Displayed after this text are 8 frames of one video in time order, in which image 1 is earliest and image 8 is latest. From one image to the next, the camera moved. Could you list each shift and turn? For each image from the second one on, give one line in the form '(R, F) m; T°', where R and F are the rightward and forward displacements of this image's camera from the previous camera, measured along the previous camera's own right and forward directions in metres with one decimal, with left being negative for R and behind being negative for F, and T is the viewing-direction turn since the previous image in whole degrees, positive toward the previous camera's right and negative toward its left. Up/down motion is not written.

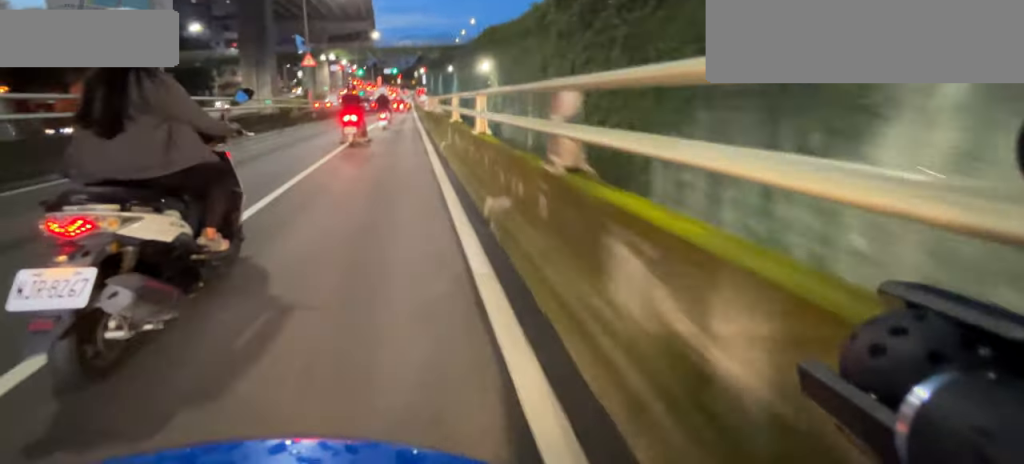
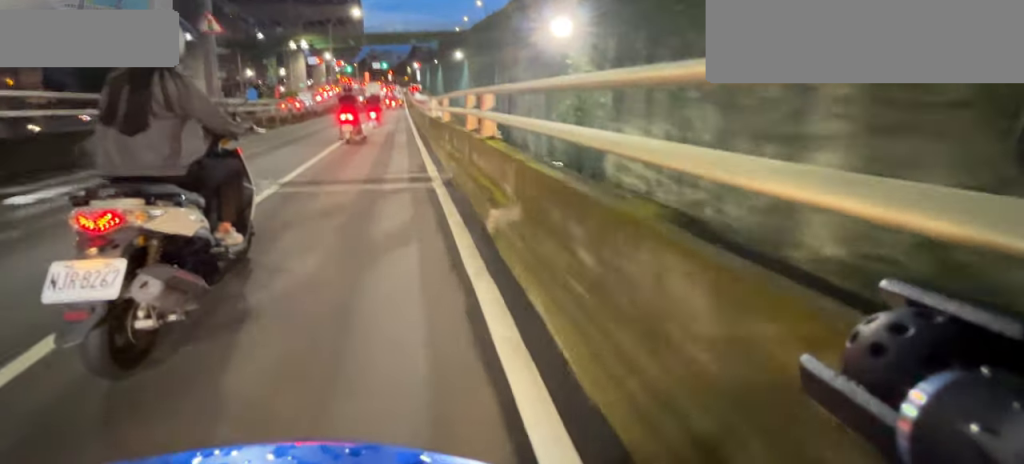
(+0.2, +14.6) m; +1°
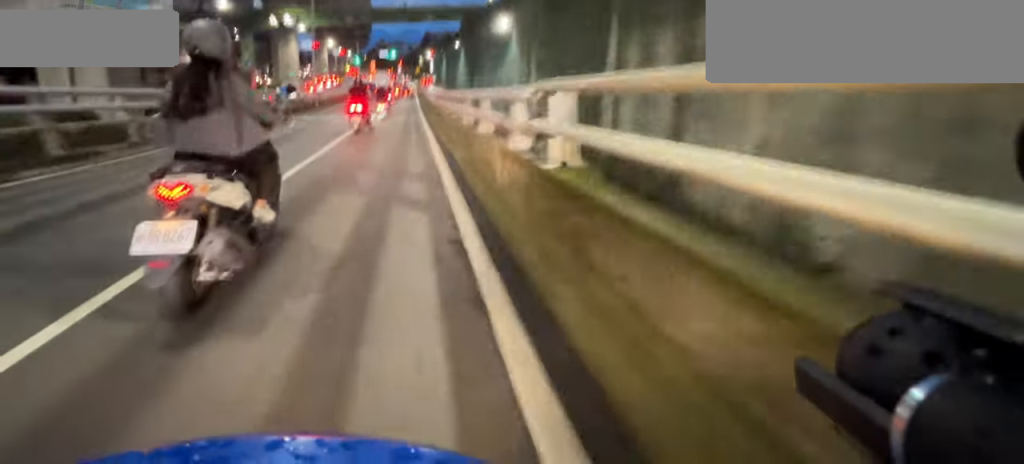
(0.0, +14.4) m; 0°
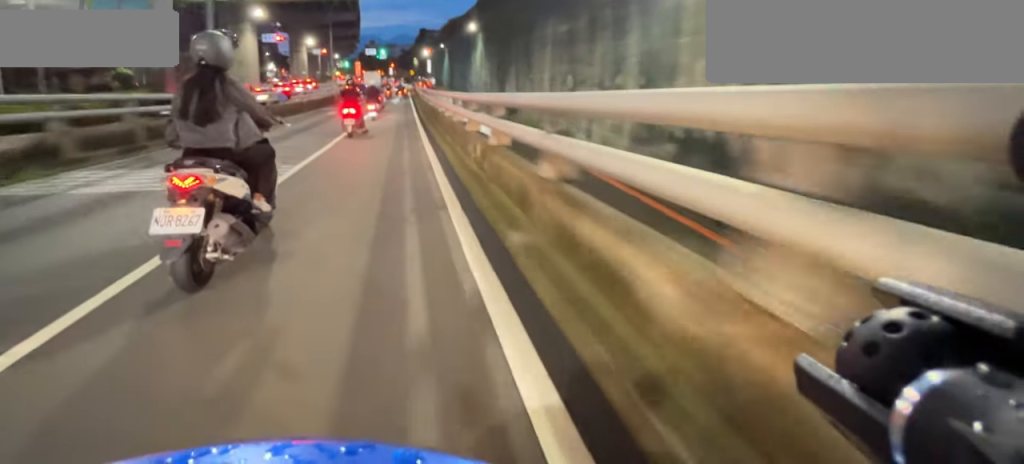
(-0.1, +15.5) m; 0°
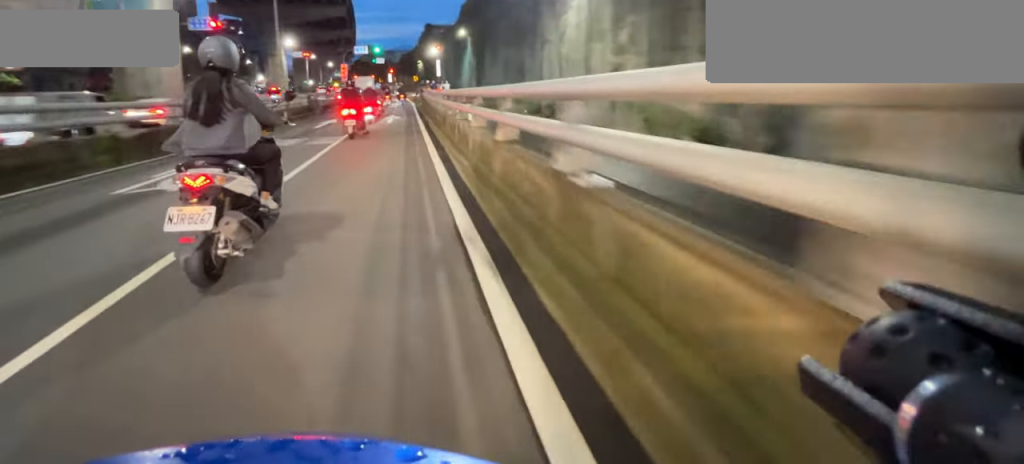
(0.0, +15.4) m; 0°
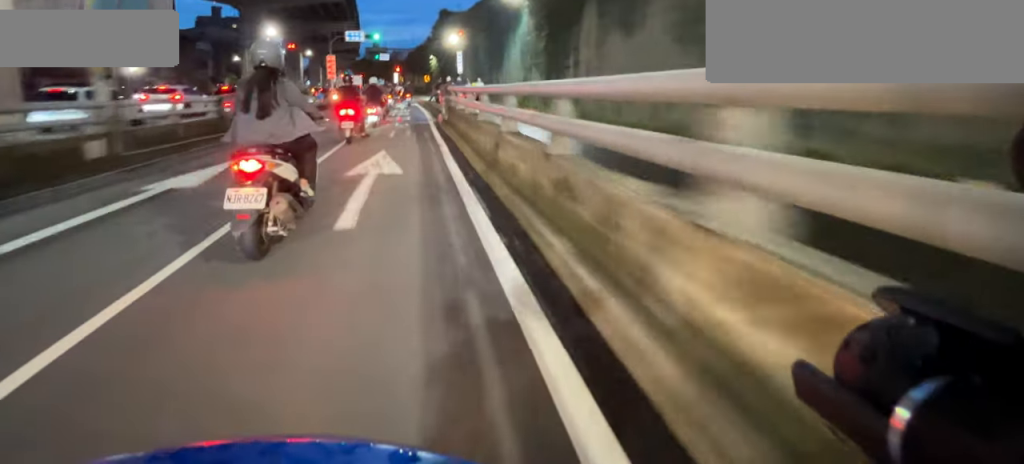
(+0.1, +9.7) m; +1°
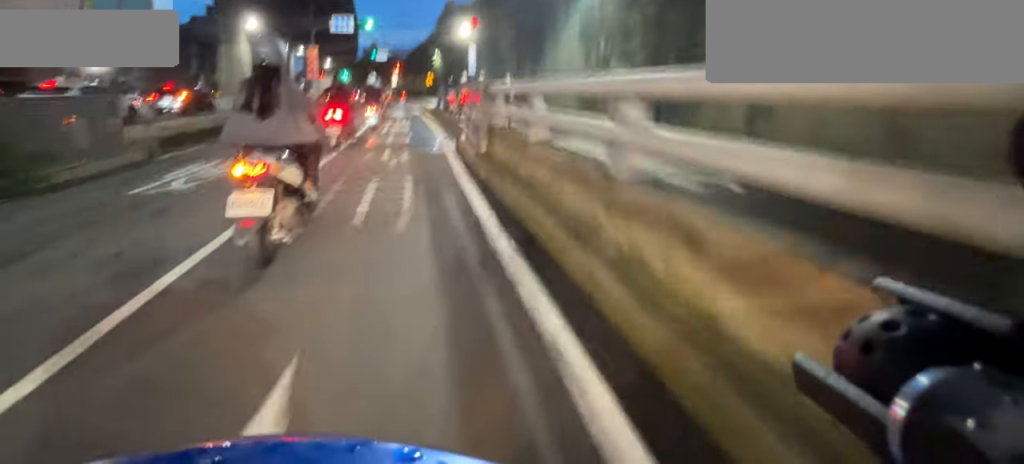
(0.0, +4.4) m; +1°
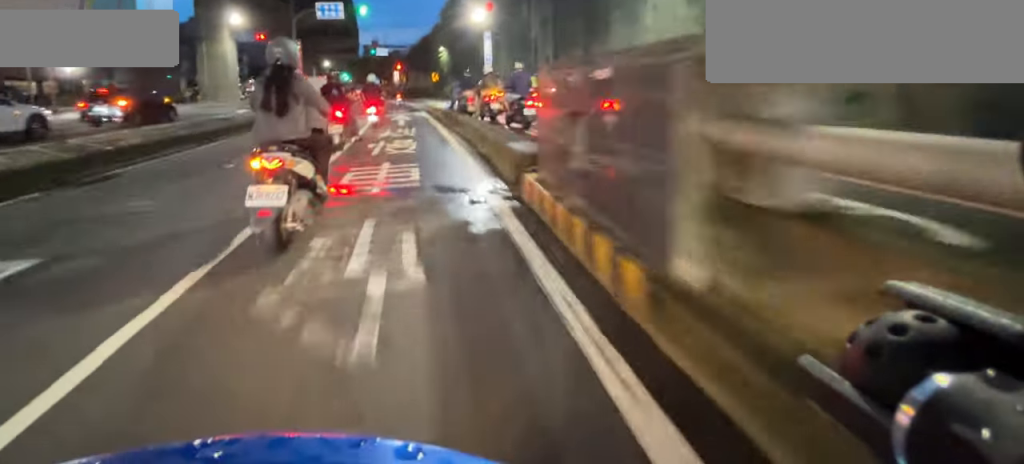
(0.0, +3.3) m; 0°
